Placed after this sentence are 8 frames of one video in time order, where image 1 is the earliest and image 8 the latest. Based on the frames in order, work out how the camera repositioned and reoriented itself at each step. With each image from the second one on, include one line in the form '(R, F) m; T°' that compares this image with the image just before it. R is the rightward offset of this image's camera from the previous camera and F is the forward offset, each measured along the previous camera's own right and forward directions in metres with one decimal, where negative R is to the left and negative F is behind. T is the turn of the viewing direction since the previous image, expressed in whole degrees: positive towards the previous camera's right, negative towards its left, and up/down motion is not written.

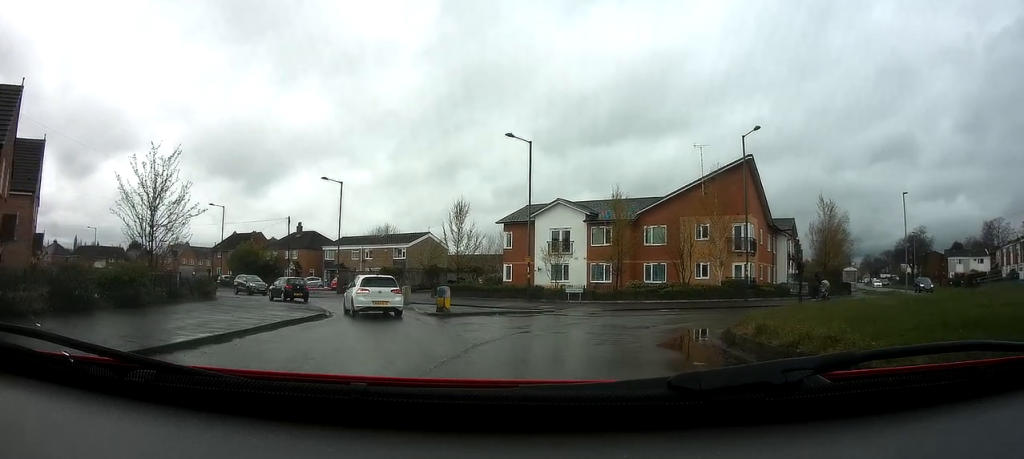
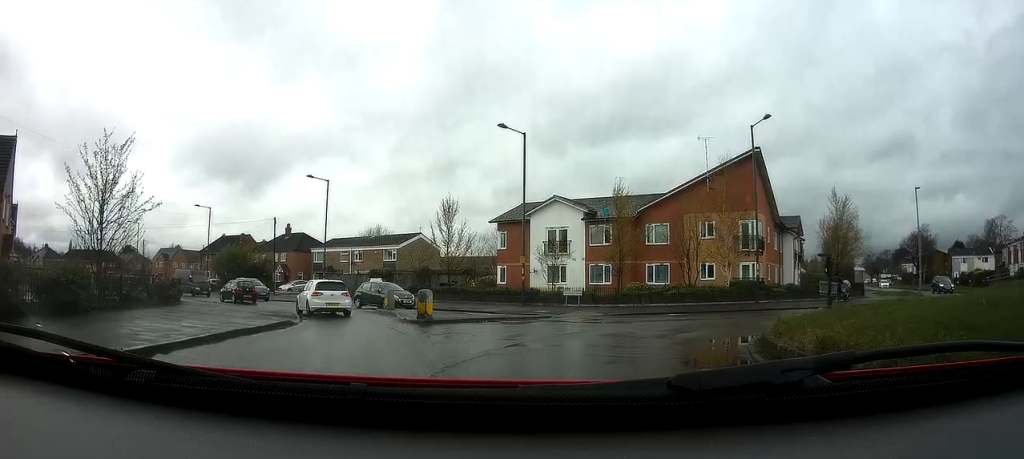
(0.0, +2.5) m; 0°
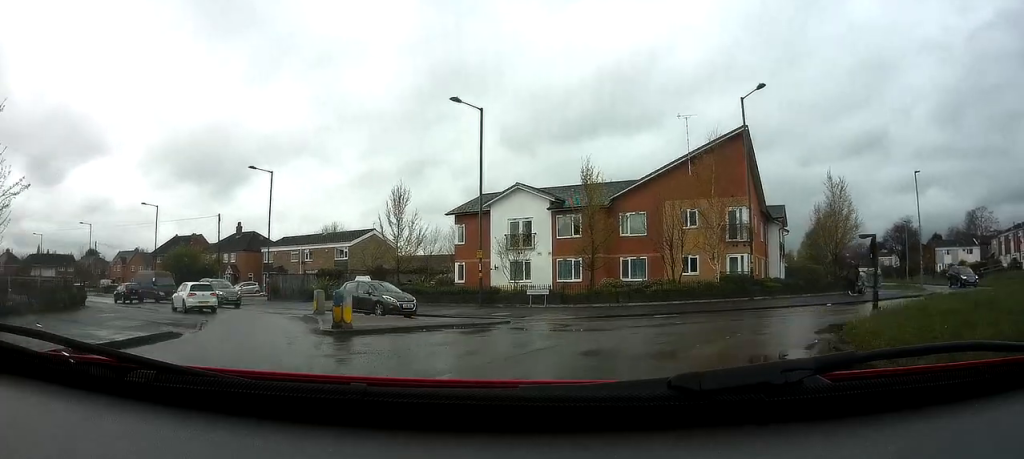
(0.0, +4.6) m; +3°
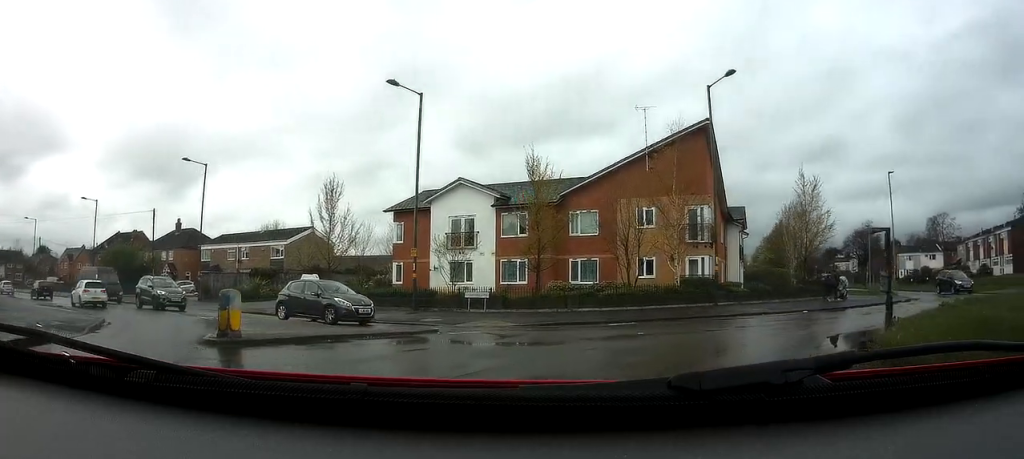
(0.0, +2.9) m; +3°
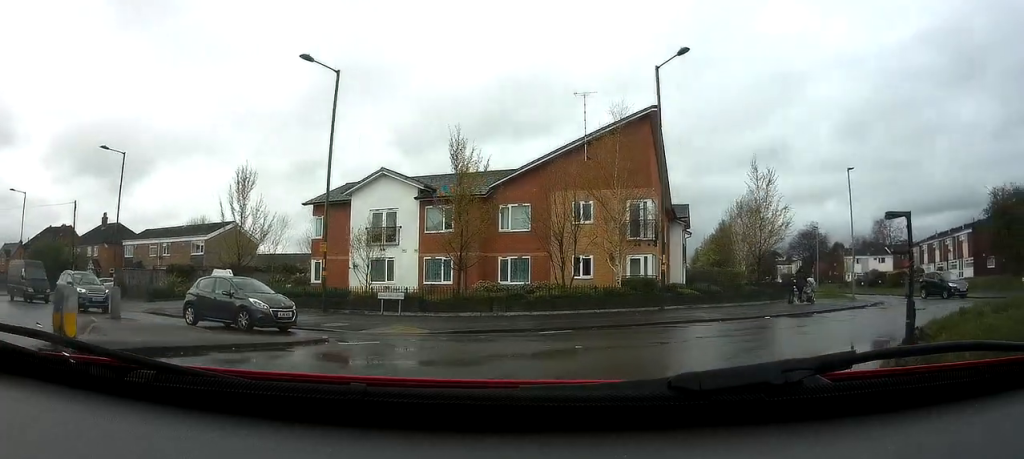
(+0.2, +2.8) m; +5°
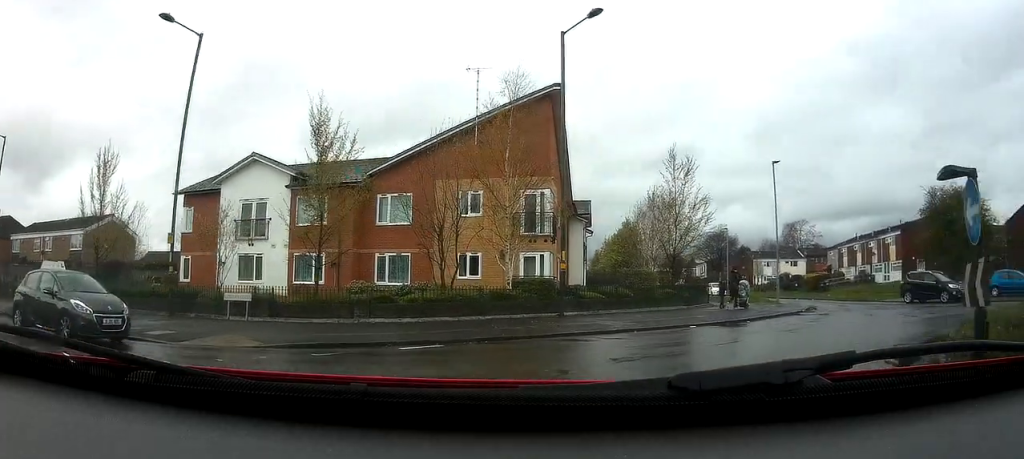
(+0.1, +3.6) m; +7°
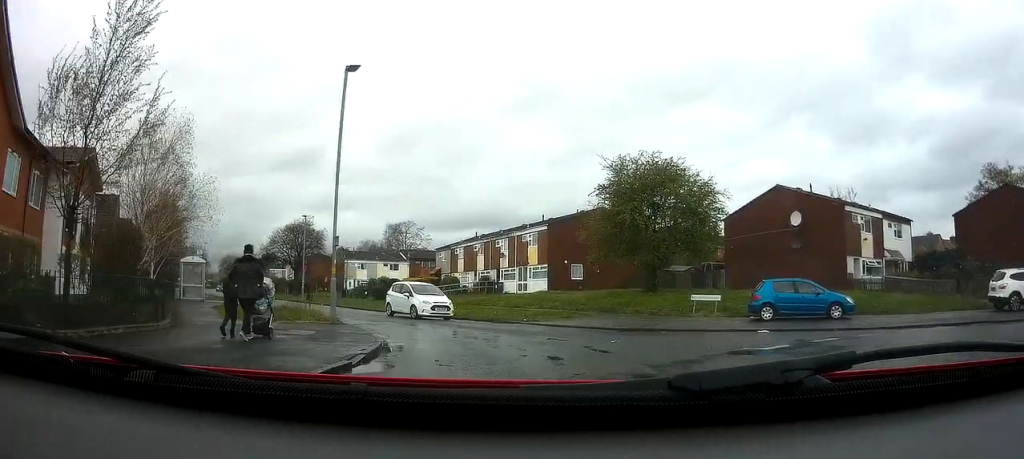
(+5.2, +13.1) m; +27°
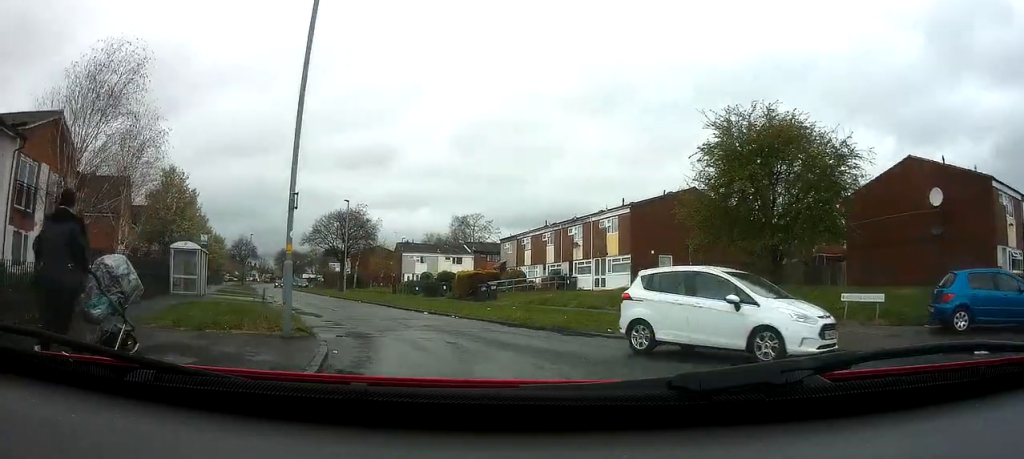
(-1.3, +6.1) m; -11°
